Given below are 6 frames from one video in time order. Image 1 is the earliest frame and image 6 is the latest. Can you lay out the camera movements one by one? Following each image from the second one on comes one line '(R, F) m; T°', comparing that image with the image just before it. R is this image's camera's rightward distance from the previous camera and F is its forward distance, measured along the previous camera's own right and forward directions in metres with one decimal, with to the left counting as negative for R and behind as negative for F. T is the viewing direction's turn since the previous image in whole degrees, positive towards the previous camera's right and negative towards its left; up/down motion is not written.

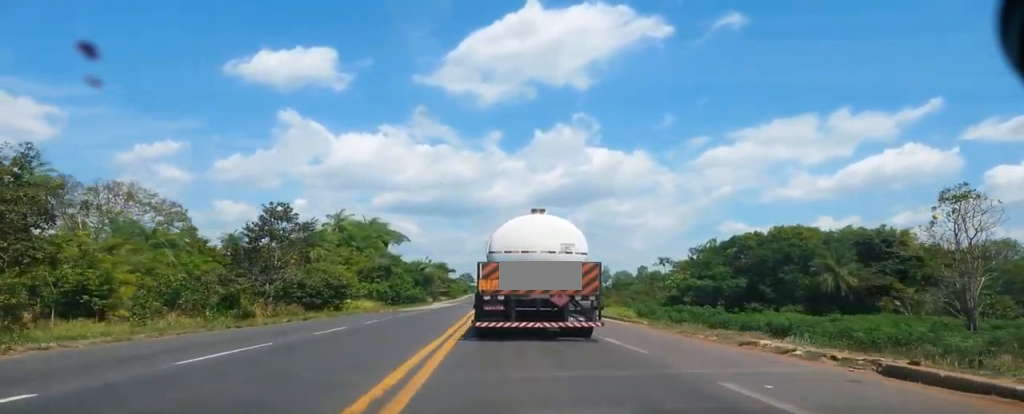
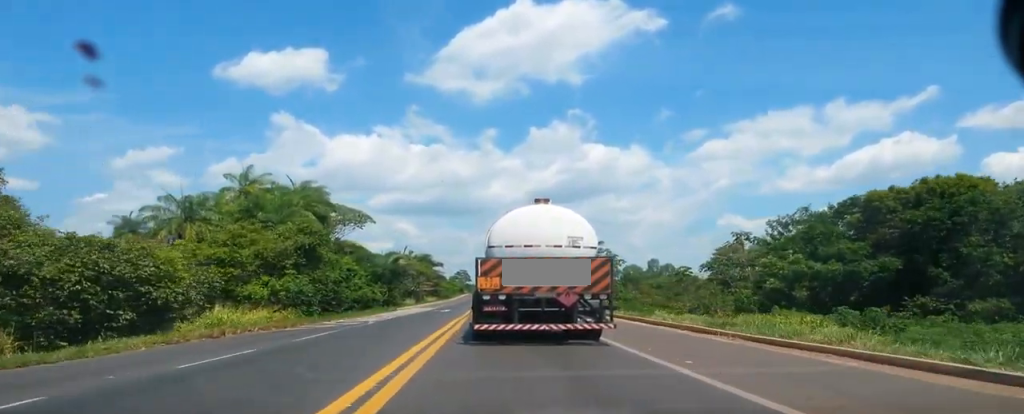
(-0.4, +32.4) m; -1°
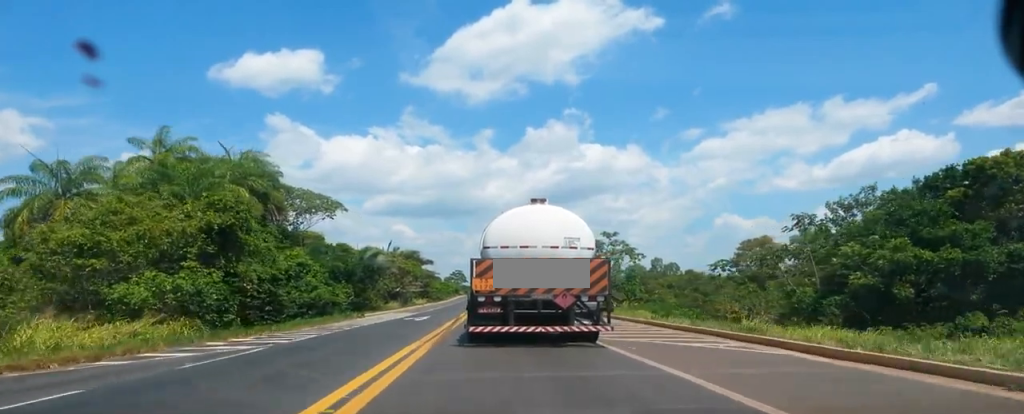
(-0.1, +14.0) m; 0°
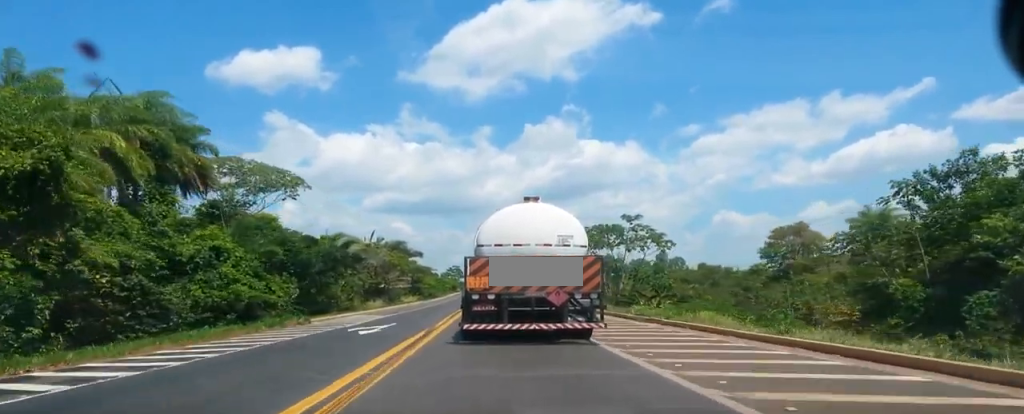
(-0.1, +13.8) m; 0°
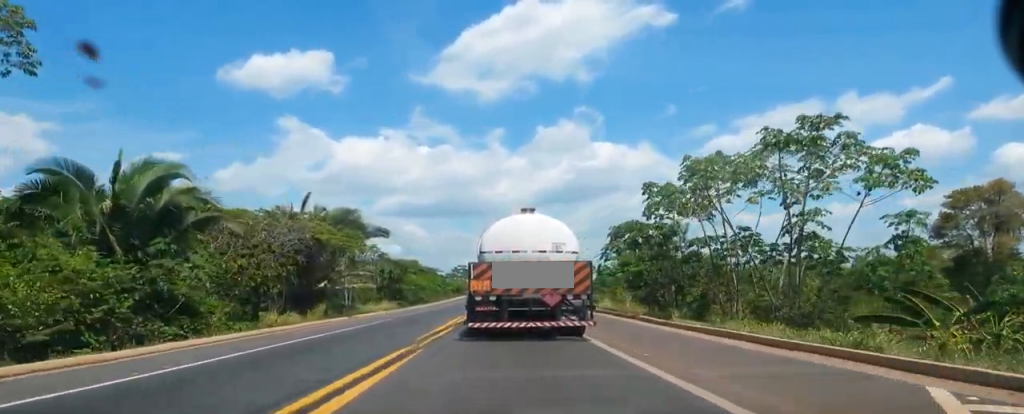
(0.0, +37.9) m; 0°
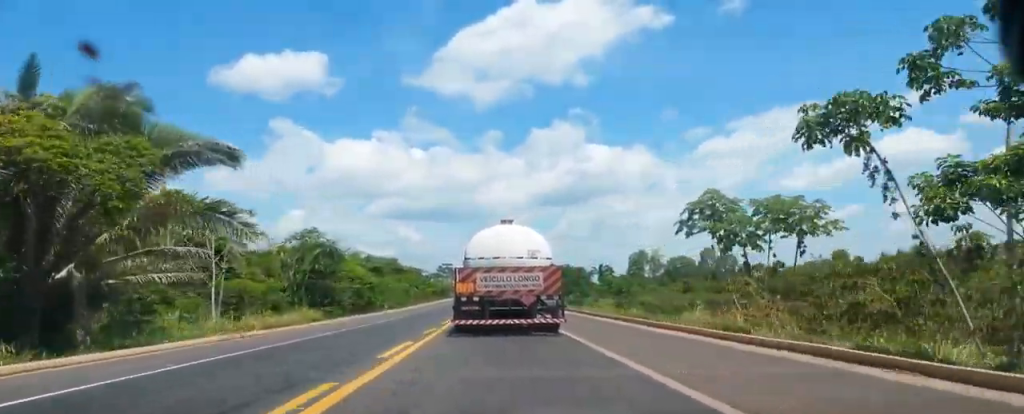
(0.0, +33.6) m; 0°
